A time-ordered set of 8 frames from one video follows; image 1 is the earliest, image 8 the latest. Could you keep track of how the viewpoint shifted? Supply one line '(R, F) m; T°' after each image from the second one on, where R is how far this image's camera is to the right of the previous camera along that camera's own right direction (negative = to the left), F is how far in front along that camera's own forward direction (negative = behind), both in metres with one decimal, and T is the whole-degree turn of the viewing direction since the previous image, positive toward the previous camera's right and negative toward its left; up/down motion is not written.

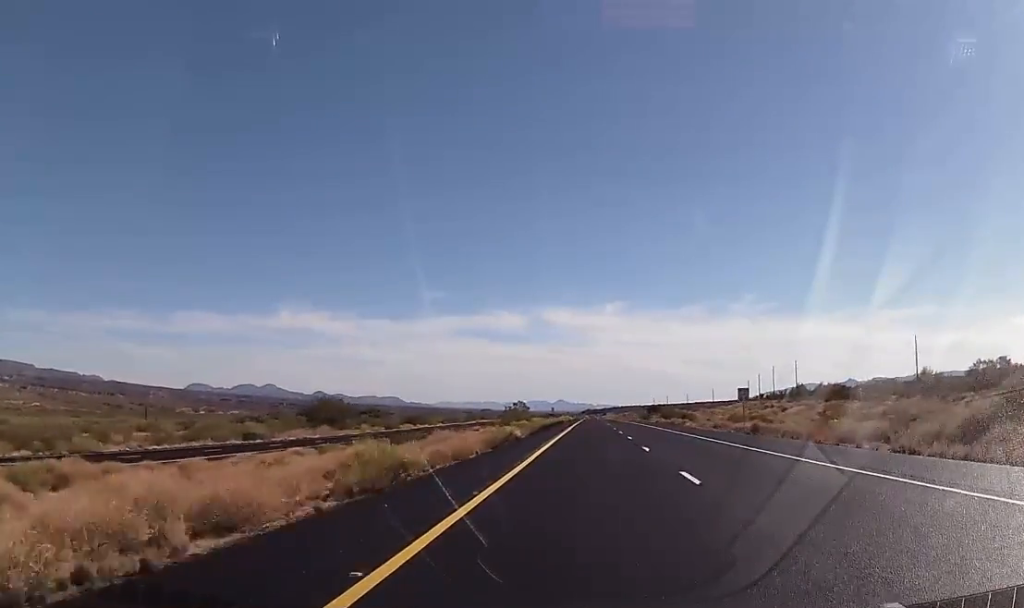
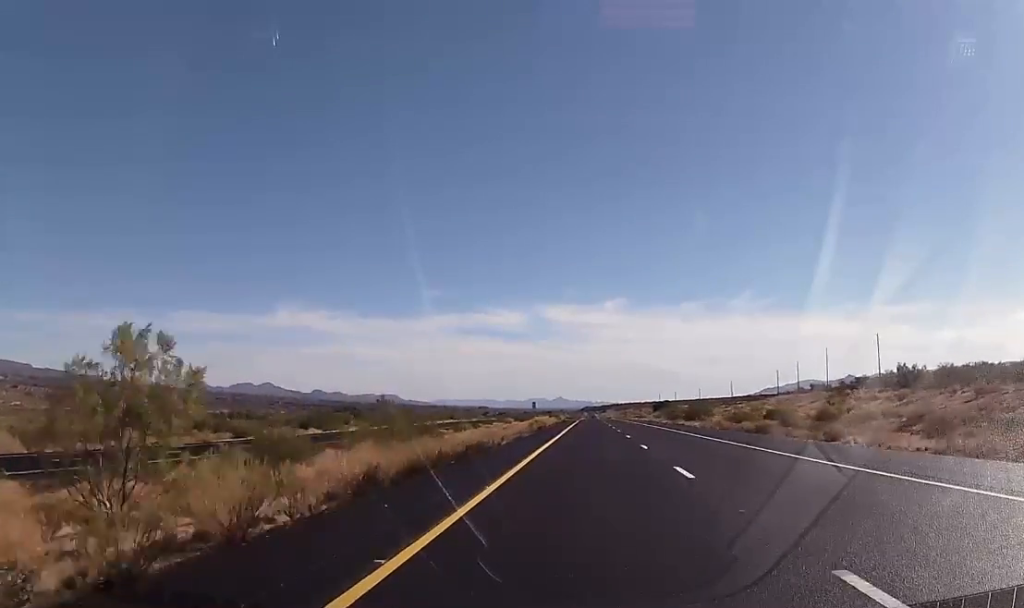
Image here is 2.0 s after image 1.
(-0.3, +71.4) m; 0°
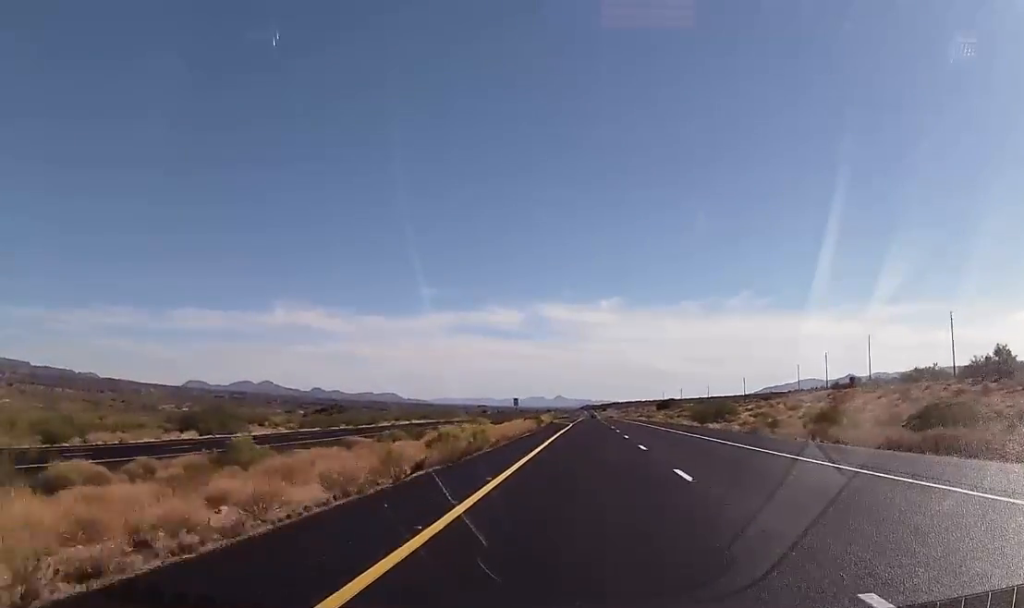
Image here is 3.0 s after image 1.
(-0.1, +37.0) m; 0°
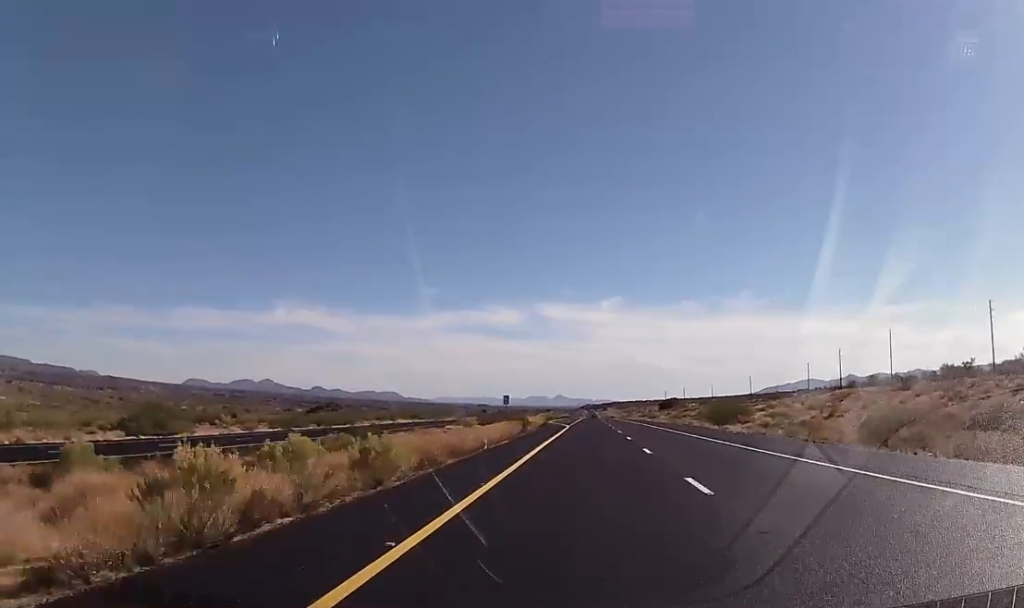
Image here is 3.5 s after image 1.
(0.0, +15.5) m; 0°
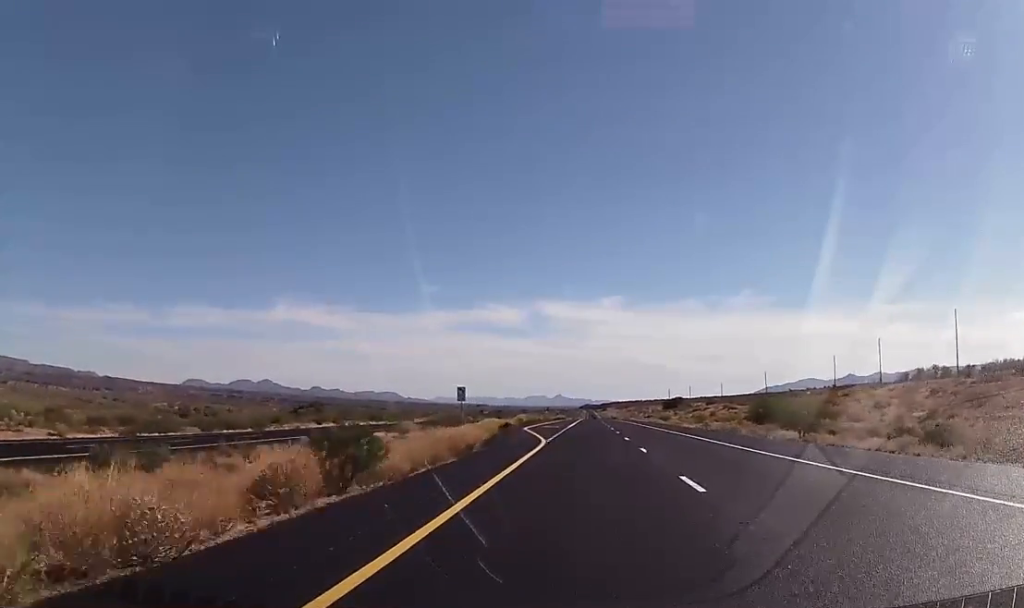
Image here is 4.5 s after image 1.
(+0.1, +35.8) m; +1°
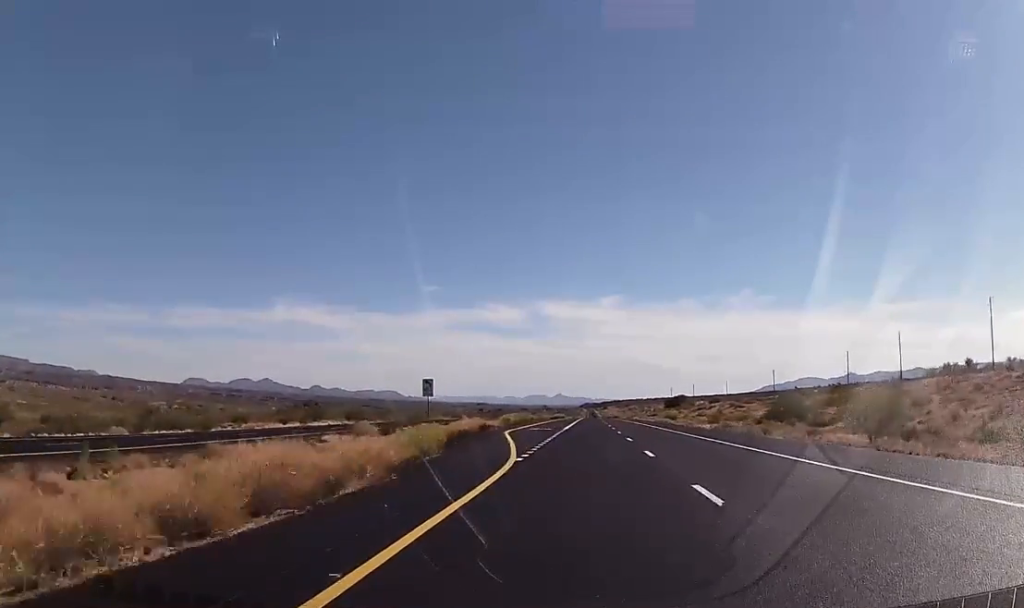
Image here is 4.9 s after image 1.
(+0.2, +14.3) m; 0°
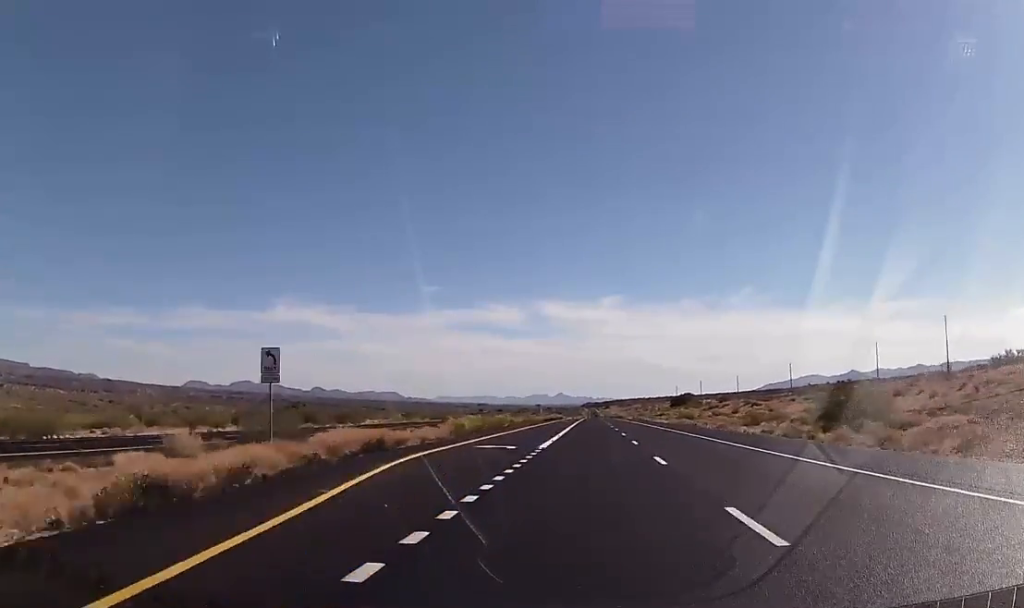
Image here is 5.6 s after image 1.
(0.0, +27.4) m; 0°
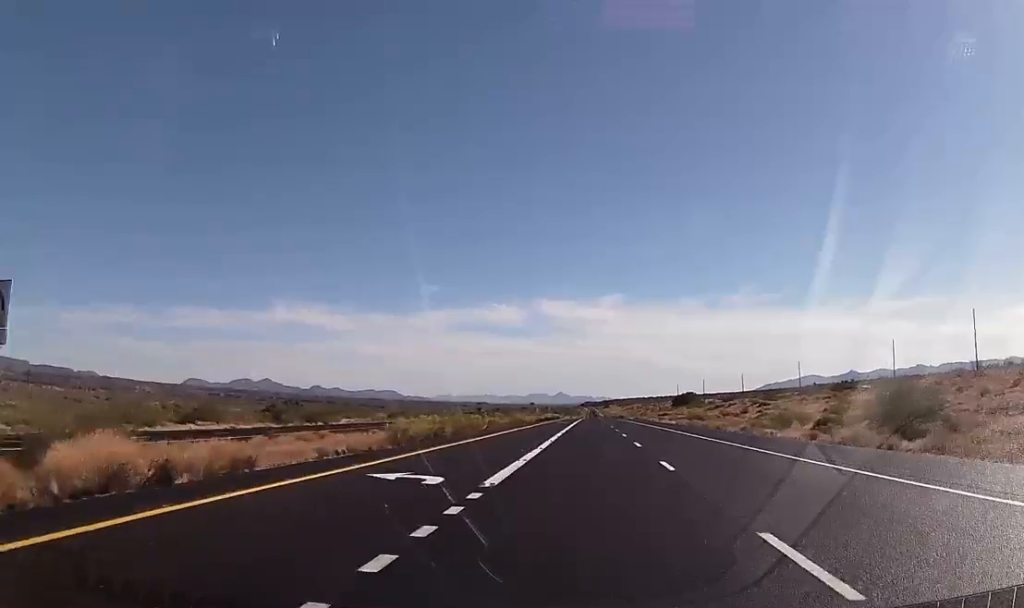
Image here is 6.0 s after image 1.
(-0.1, +14.3) m; 0°
